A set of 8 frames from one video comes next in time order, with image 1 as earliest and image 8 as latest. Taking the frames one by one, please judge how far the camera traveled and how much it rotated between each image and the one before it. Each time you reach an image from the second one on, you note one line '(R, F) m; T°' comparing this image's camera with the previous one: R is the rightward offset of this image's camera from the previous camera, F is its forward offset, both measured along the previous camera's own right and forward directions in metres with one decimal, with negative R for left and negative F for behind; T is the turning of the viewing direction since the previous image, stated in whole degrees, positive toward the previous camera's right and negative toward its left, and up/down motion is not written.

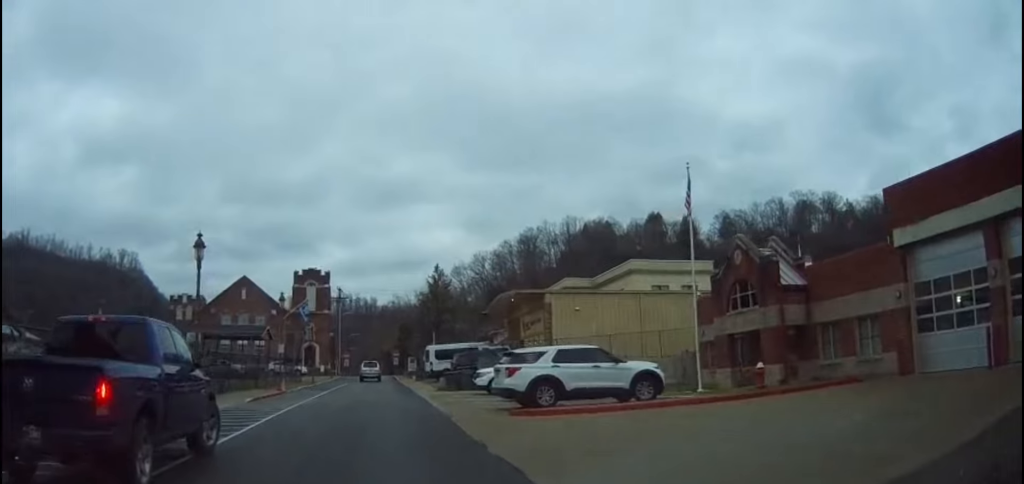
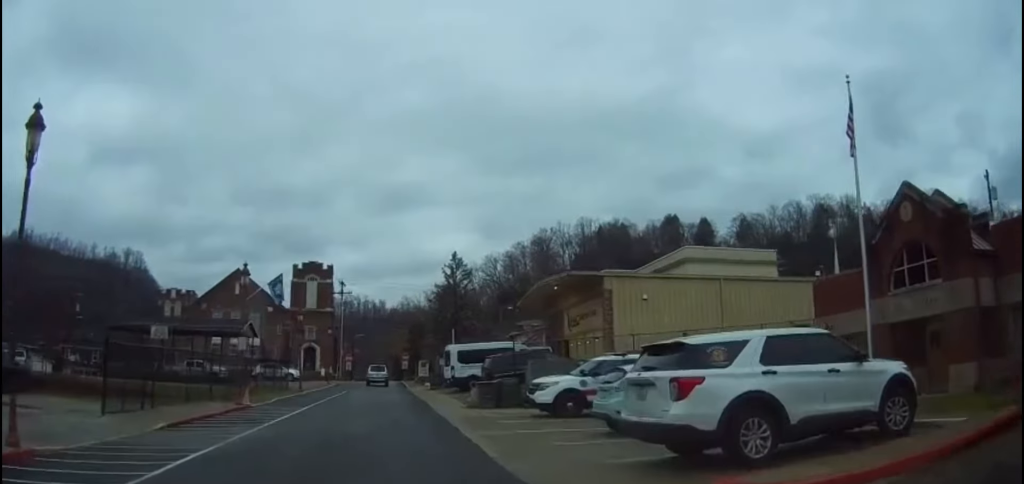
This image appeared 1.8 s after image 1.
(-0.6, +10.2) m; -3°
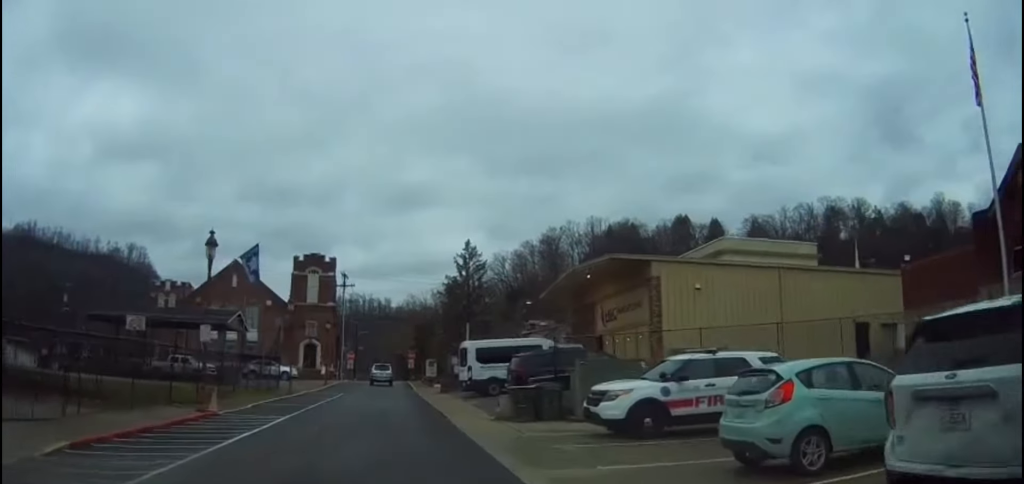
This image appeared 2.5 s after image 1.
(0.0, +5.1) m; +2°
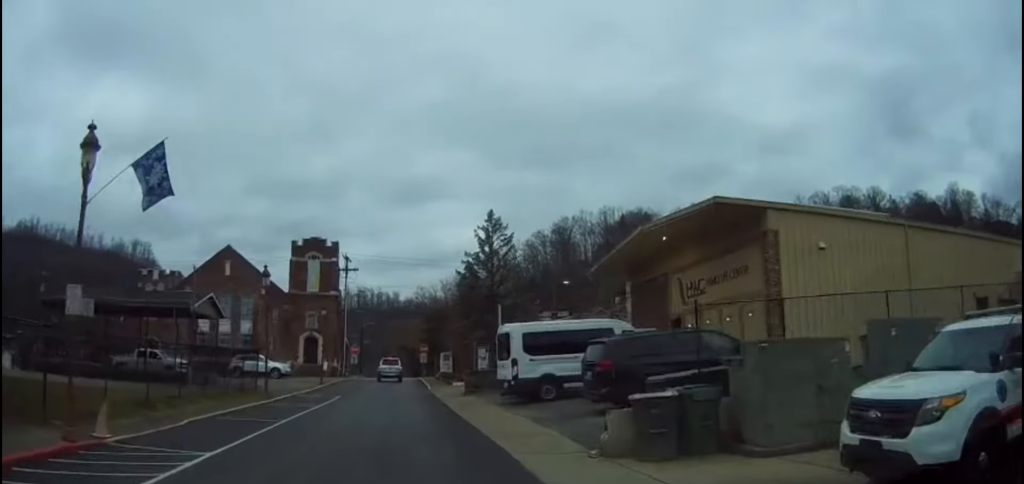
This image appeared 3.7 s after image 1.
(+0.4, +8.3) m; -1°
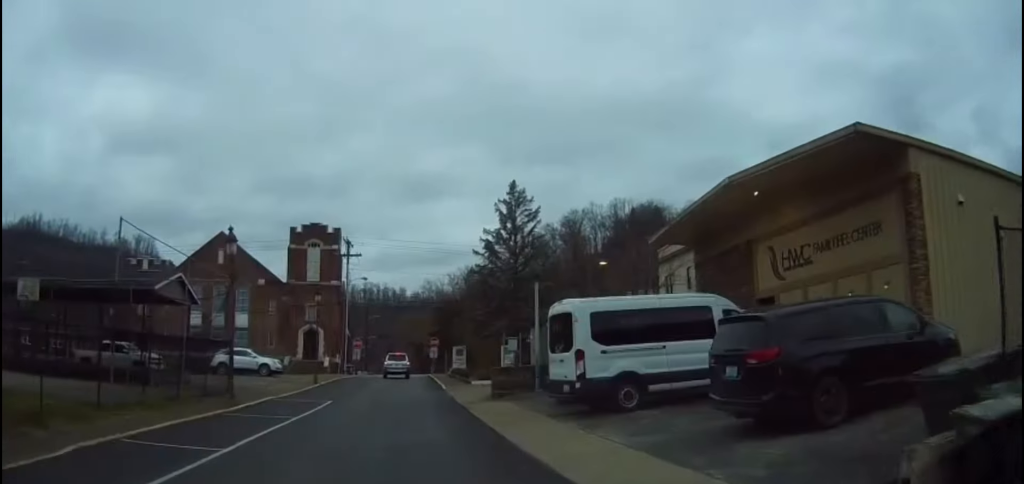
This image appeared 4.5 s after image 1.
(-0.3, +6.3) m; -4°
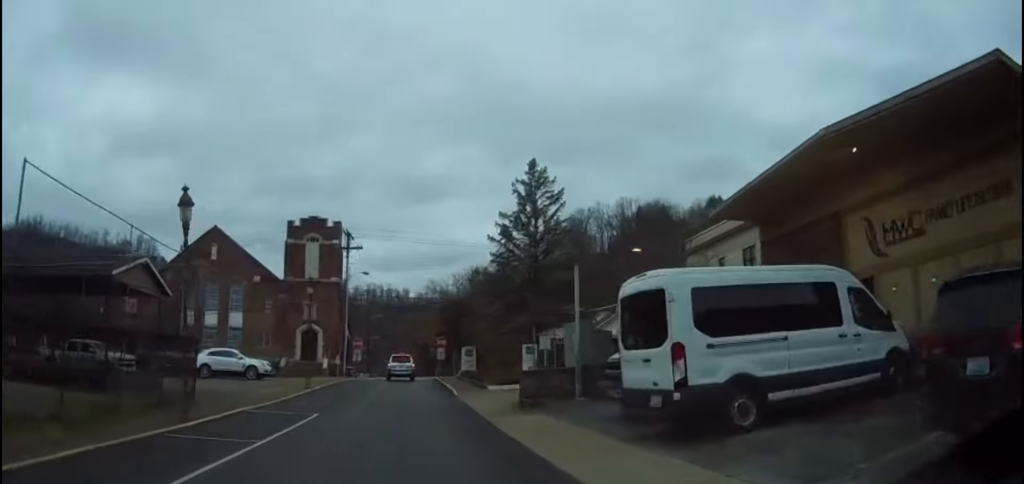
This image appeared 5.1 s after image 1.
(-0.3, +4.8) m; 0°
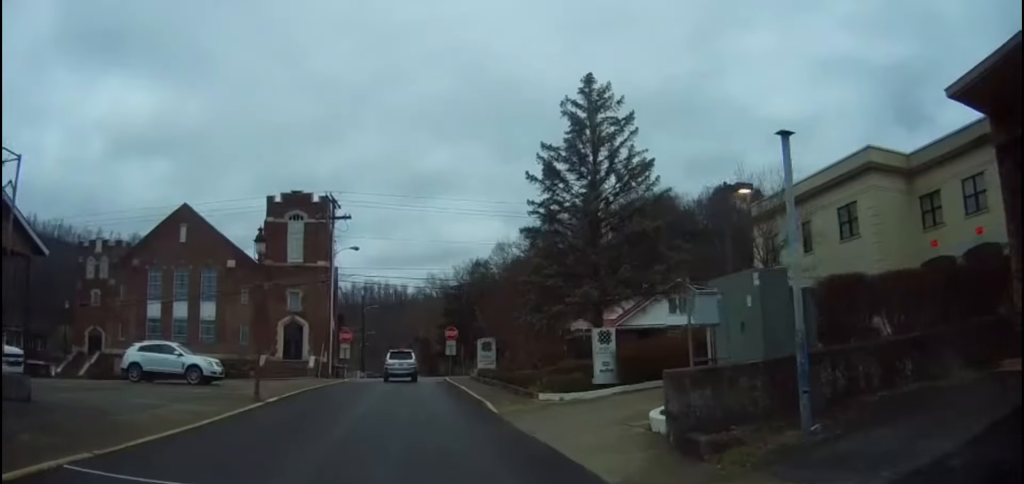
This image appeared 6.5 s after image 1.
(+0.5, +11.2) m; +3°
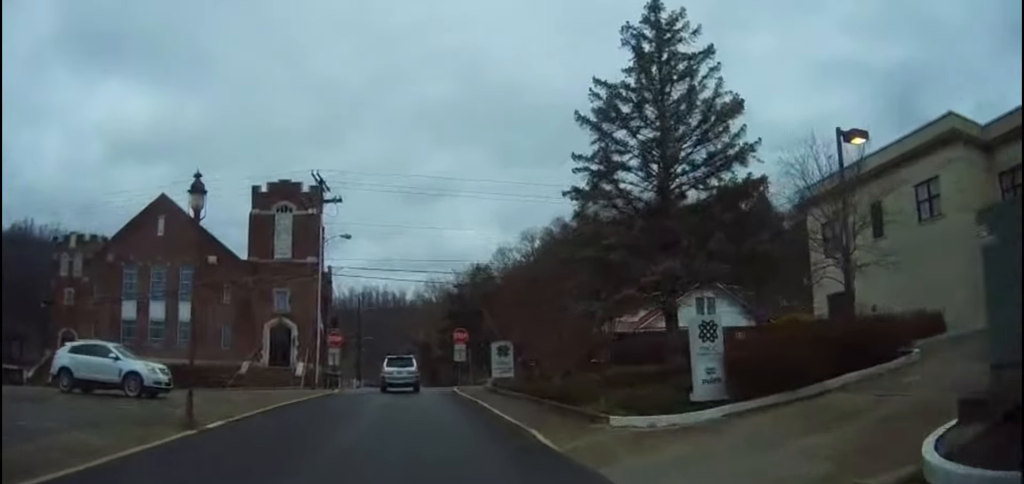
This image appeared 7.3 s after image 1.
(0.0, +6.8) m; 0°
